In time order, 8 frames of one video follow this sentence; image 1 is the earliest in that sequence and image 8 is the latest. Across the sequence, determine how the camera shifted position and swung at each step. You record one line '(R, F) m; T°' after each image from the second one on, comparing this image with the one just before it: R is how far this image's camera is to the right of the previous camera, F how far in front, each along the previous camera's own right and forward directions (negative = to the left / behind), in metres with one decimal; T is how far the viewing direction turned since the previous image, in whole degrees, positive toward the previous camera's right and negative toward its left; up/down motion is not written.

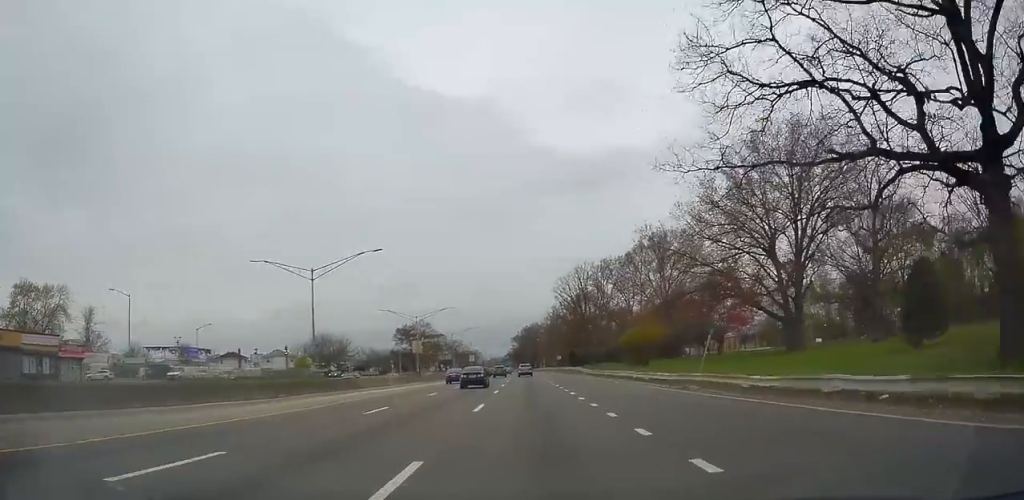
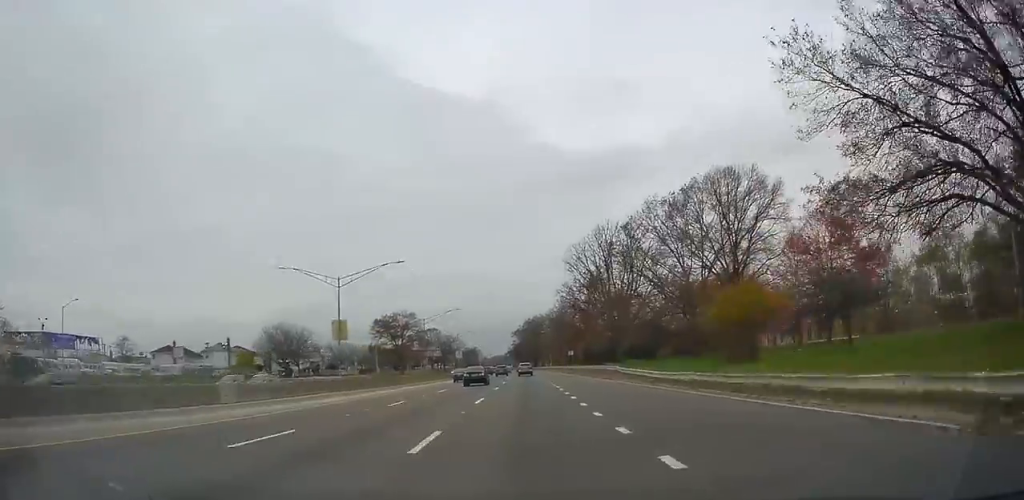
(-0.3, +32.6) m; 0°
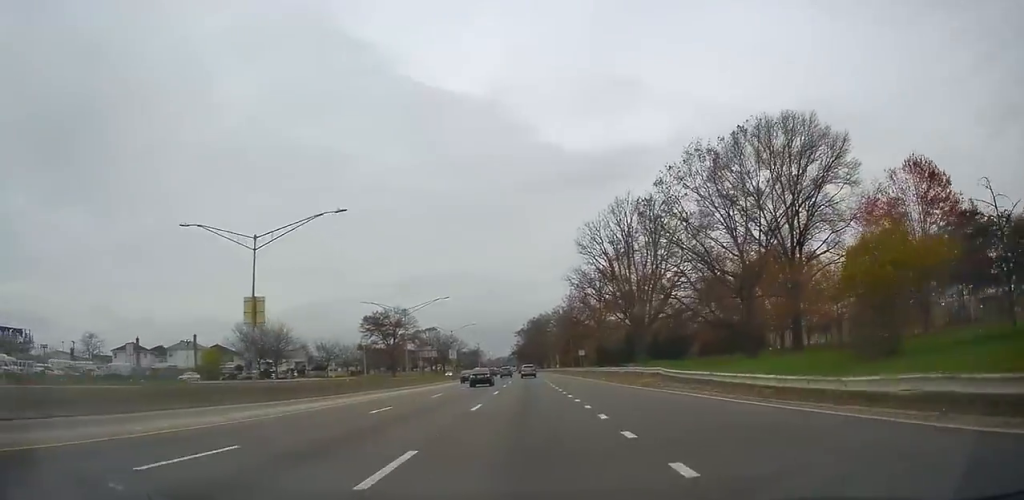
(+0.3, +15.2) m; 0°
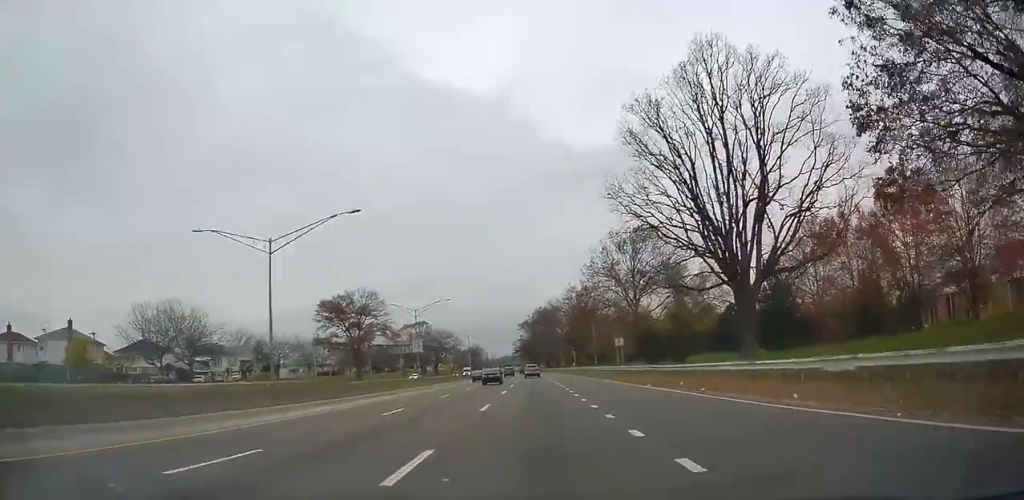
(-0.3, +36.1) m; -1°
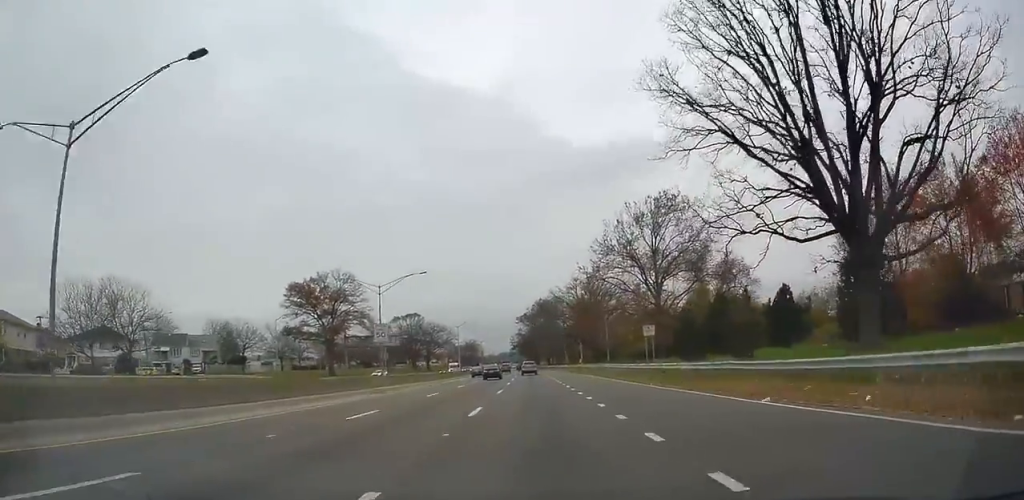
(0.0, +15.9) m; 0°
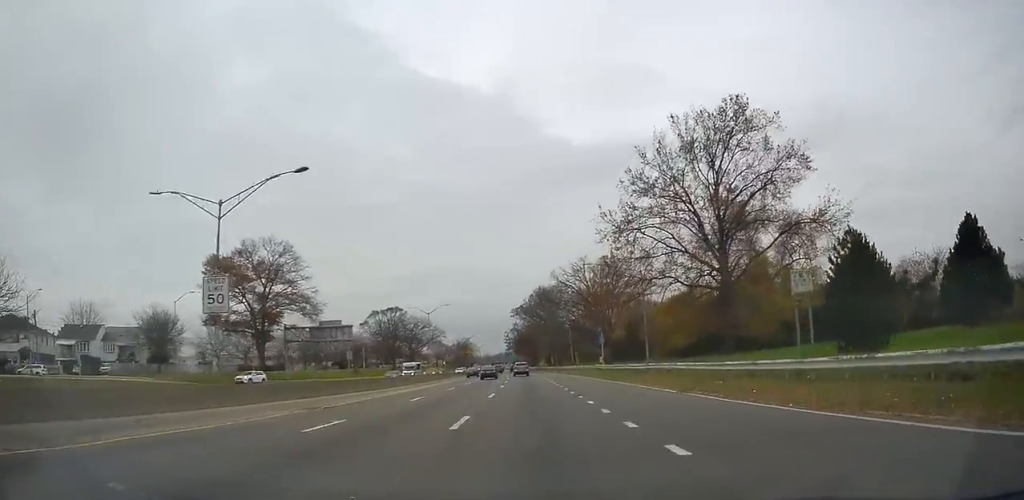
(0.0, +27.4) m; 0°
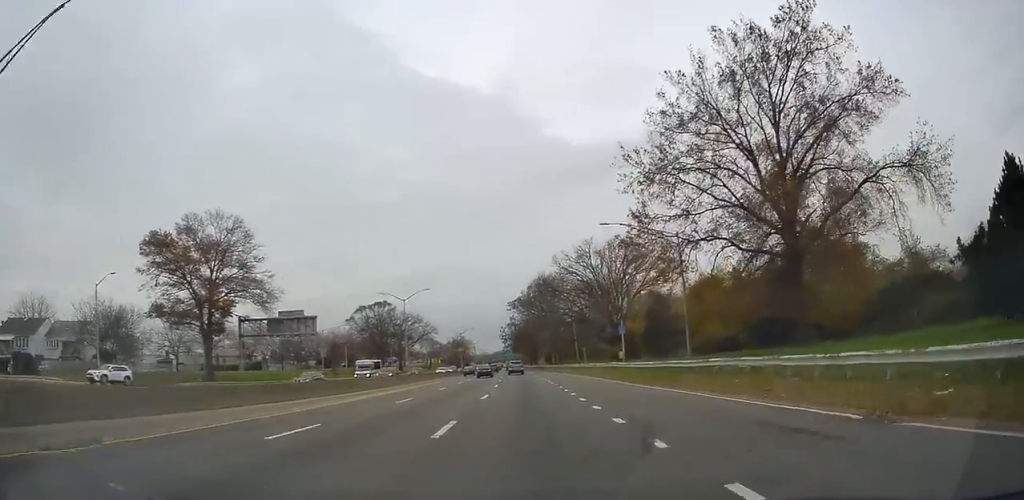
(0.0, +13.9) m; 0°
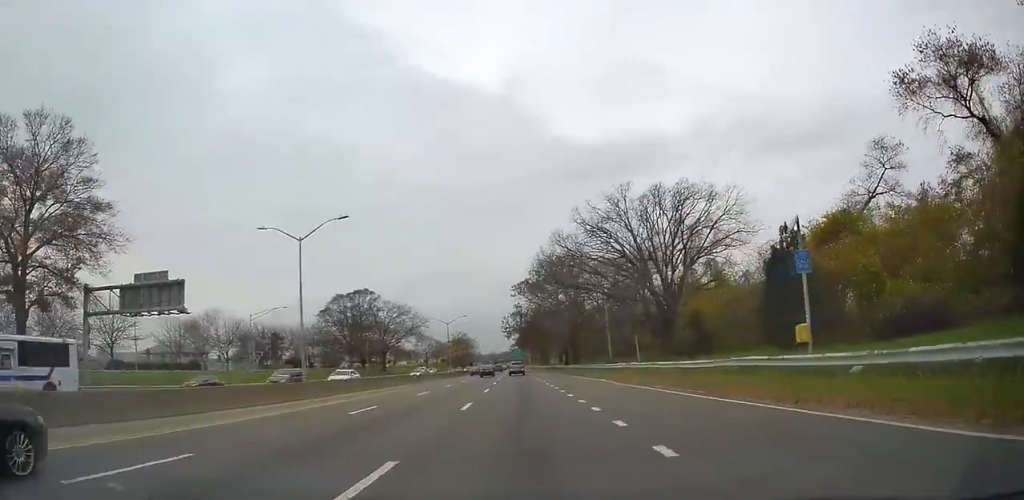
(0.0, +30.0) m; 0°
